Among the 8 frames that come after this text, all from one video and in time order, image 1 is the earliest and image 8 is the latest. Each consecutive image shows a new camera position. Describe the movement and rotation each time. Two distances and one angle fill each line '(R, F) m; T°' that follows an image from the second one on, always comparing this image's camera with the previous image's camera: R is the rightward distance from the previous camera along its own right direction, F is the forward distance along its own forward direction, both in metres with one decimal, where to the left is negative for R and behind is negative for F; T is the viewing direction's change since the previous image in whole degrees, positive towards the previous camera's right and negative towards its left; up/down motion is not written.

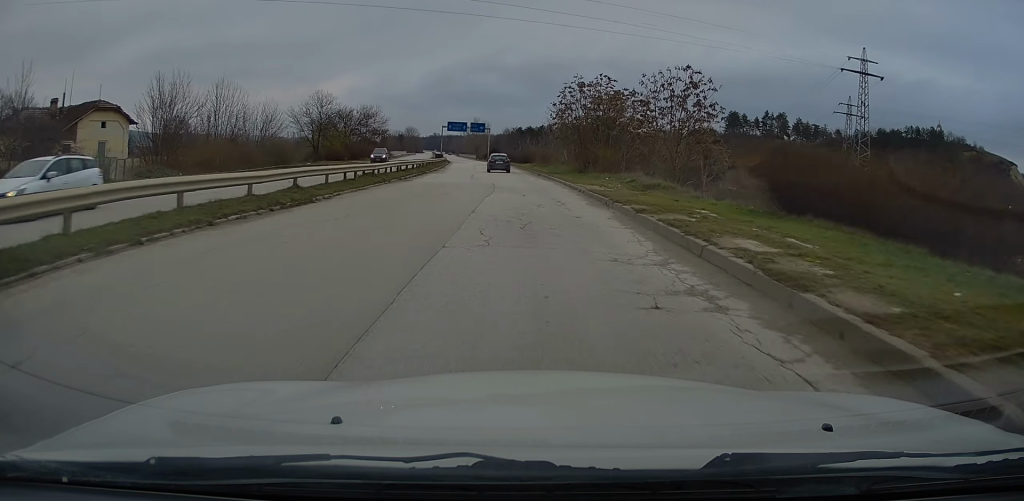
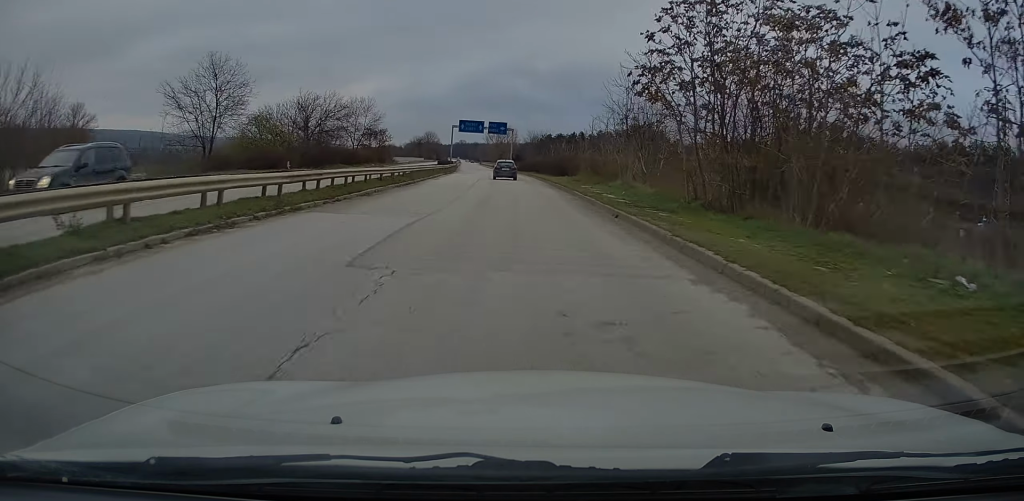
(-0.3, +28.7) m; -2°
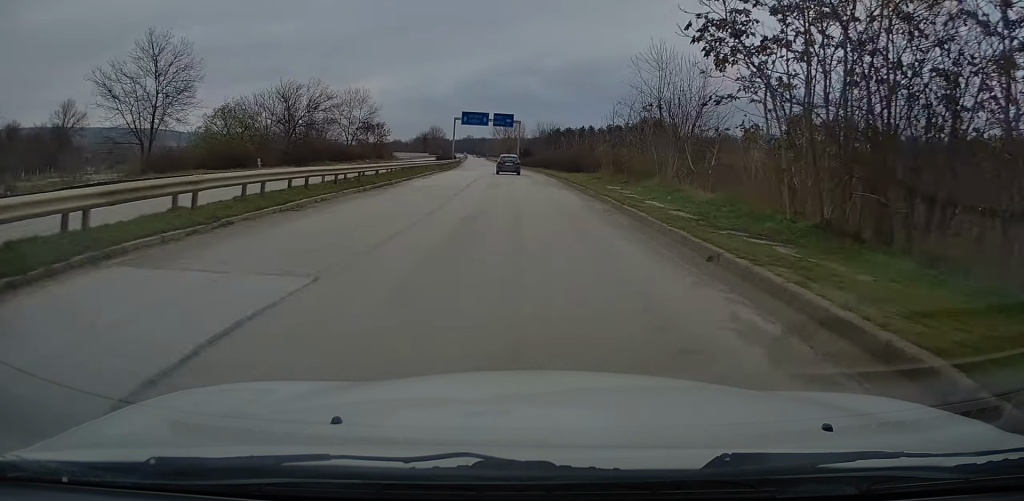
(-0.2, +7.7) m; -1°
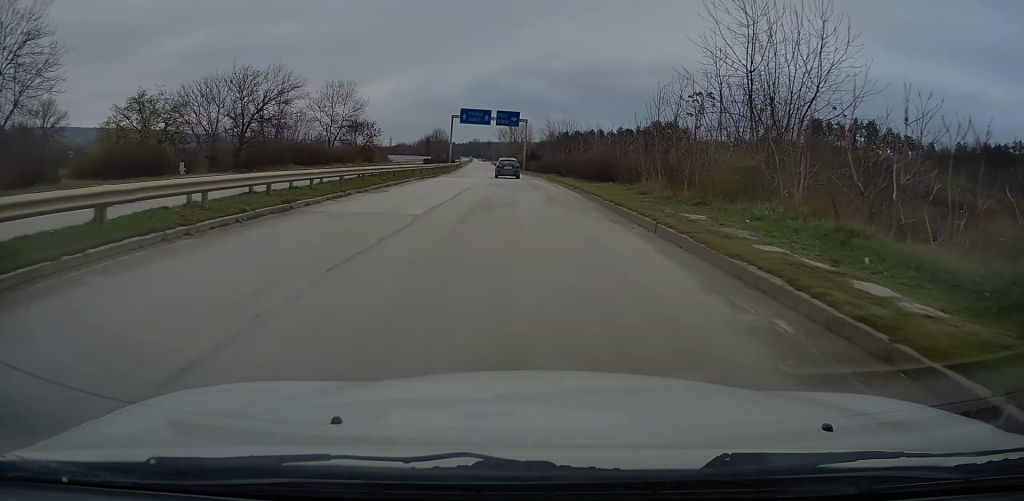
(-0.1, +12.2) m; -1°
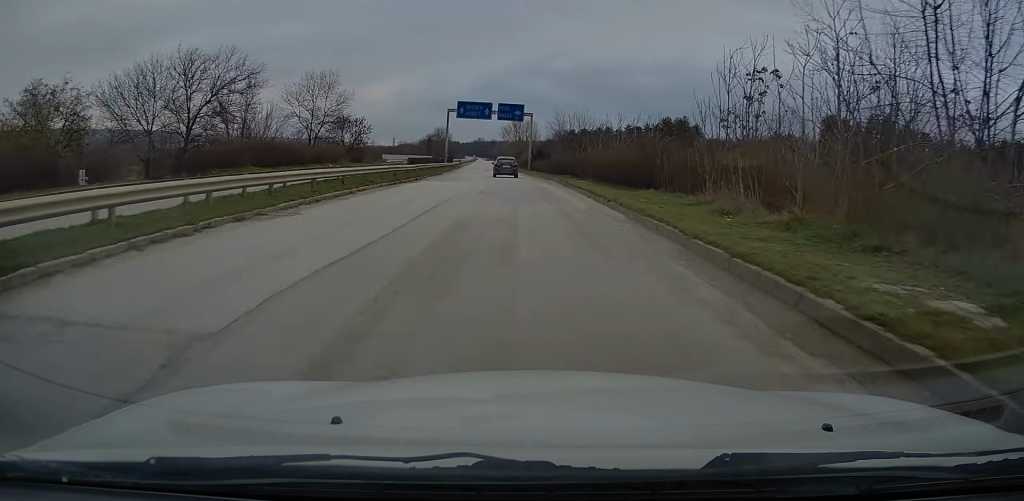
(0.0, +9.6) m; -1°
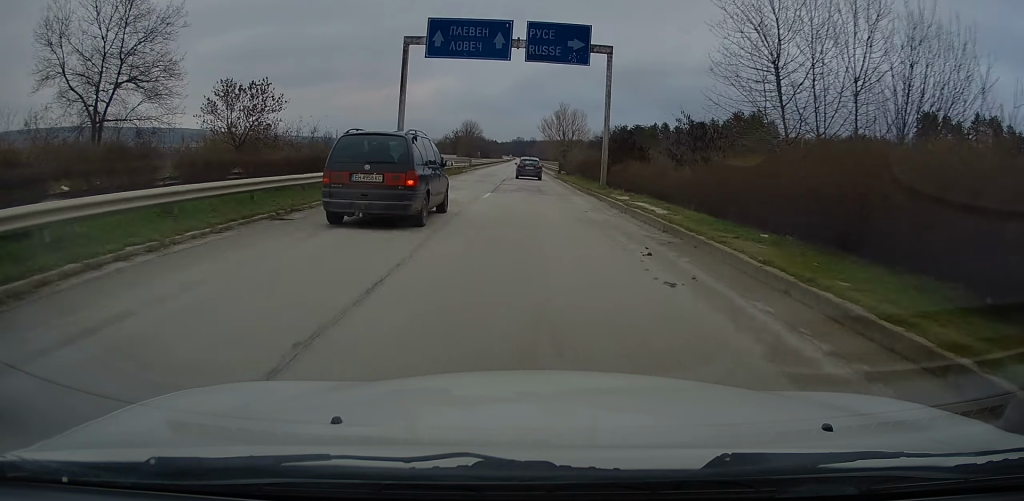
(-1.2, +44.8) m; -3°
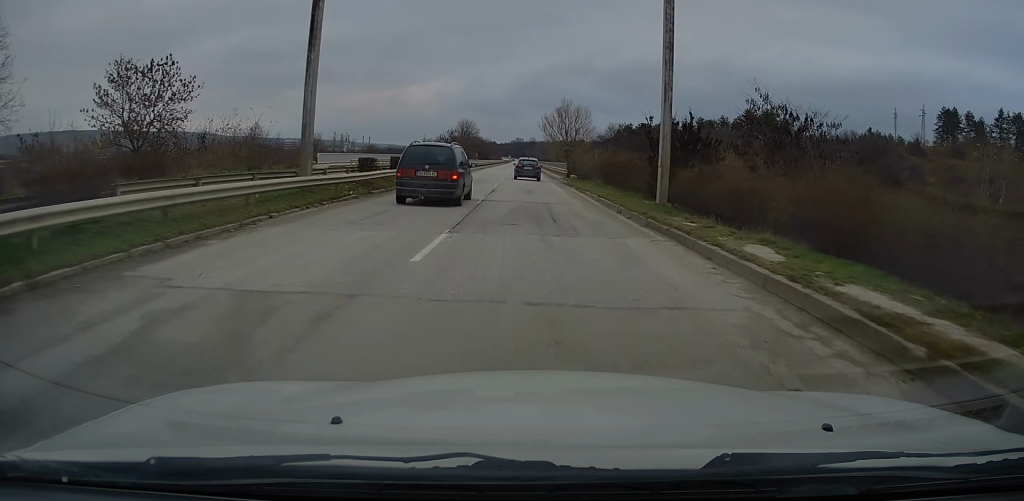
(-0.3, +13.1) m; 0°
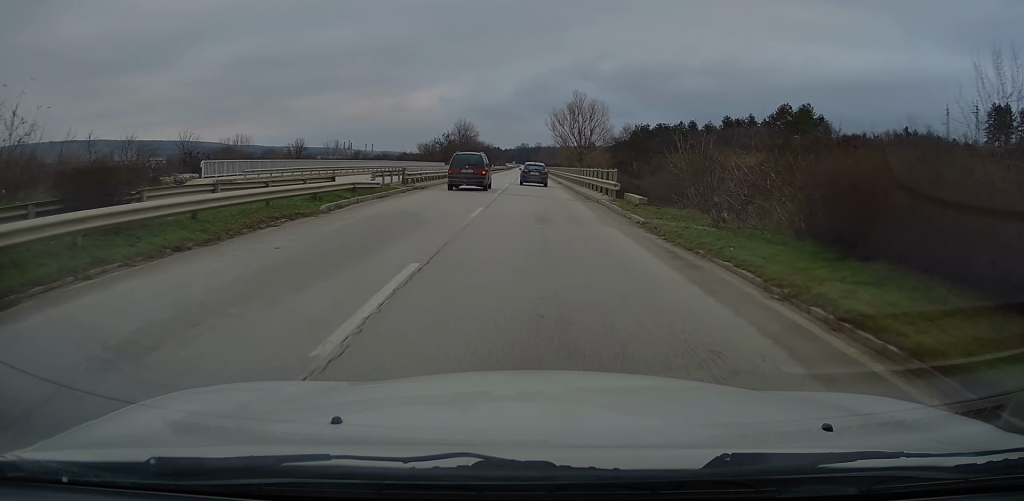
(+0.3, +25.0) m; 0°
